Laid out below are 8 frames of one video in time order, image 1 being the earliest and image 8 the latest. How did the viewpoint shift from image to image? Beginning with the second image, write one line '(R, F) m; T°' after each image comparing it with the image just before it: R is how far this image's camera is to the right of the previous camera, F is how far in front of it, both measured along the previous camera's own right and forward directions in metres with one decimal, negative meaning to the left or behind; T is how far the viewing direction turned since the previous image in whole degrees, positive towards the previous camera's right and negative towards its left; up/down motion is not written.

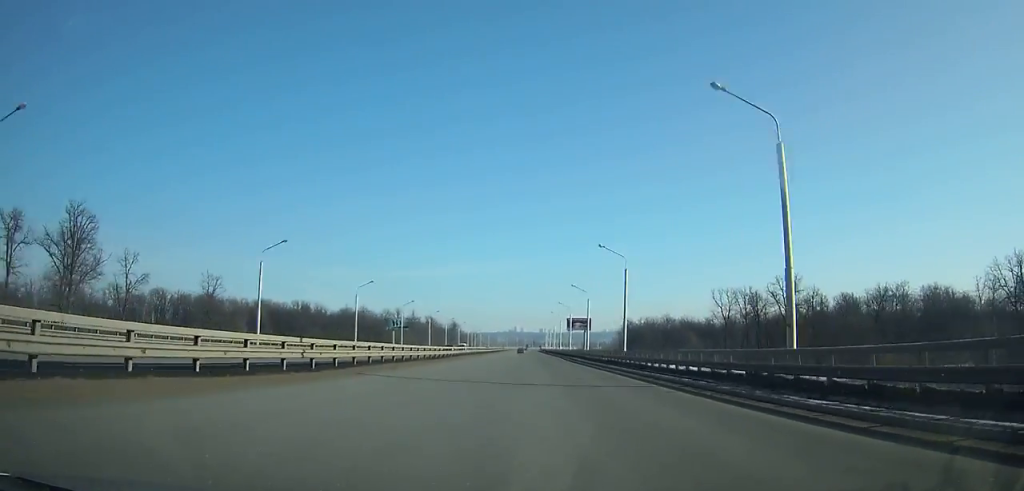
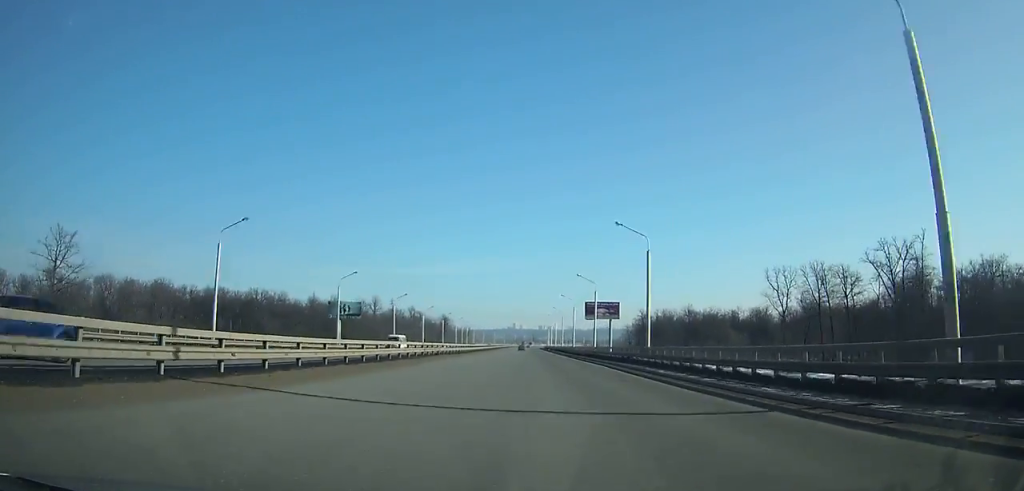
(0.0, +43.7) m; 0°
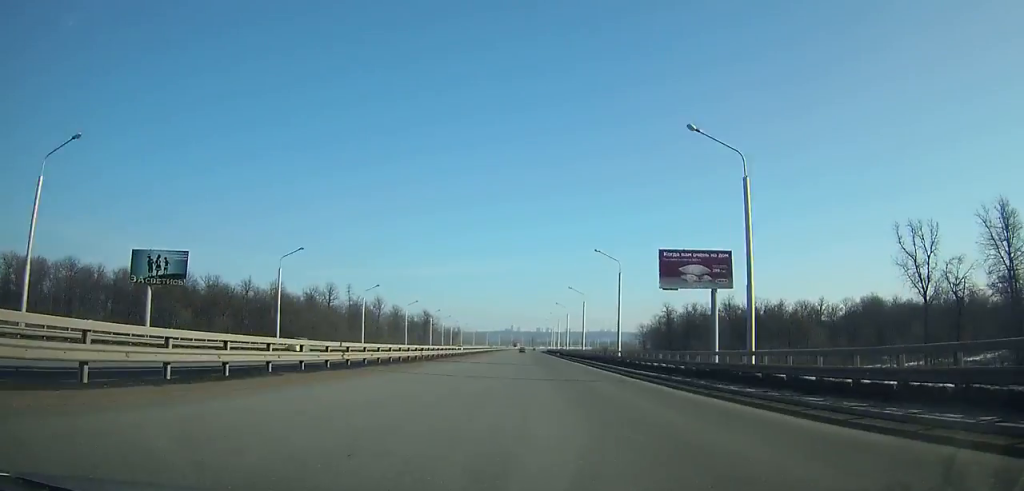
(+0.2, +56.5) m; 0°
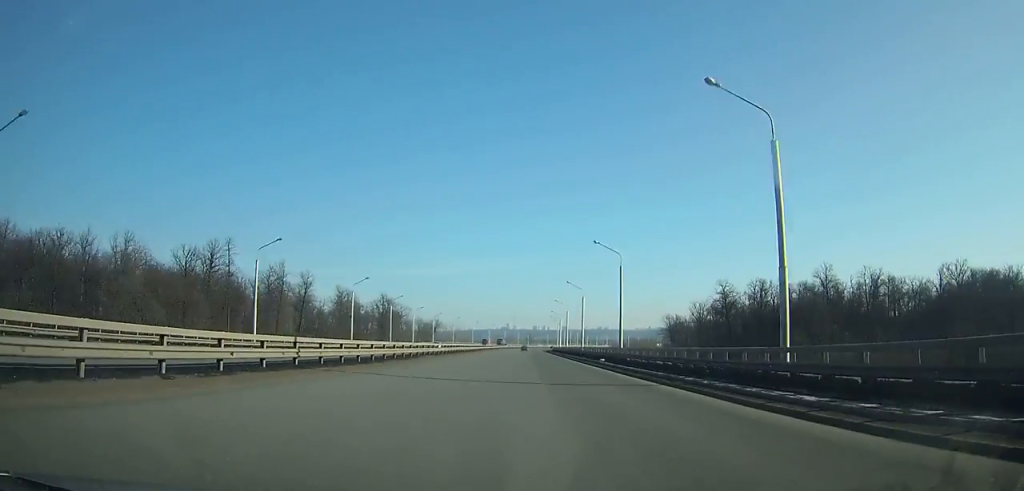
(+0.2, +74.6) m; 0°
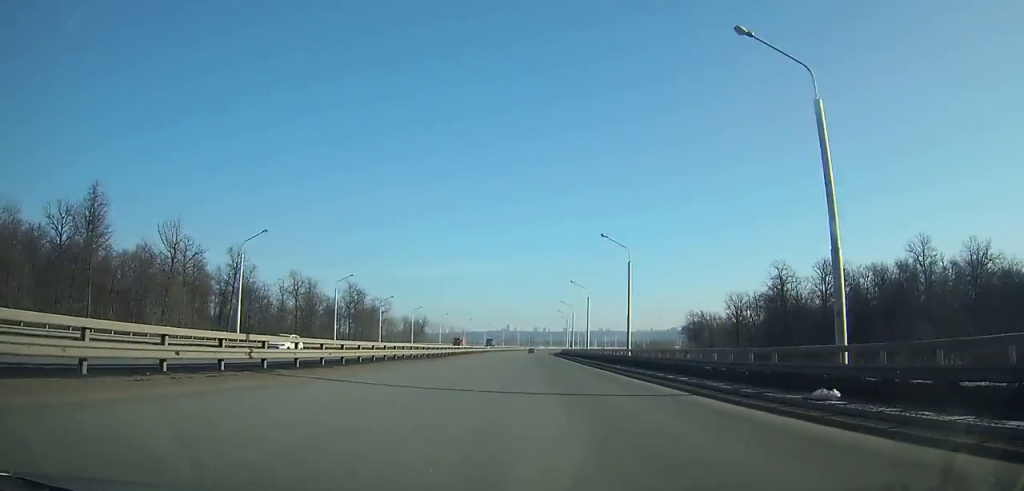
(-0.2, +38.6) m; 0°
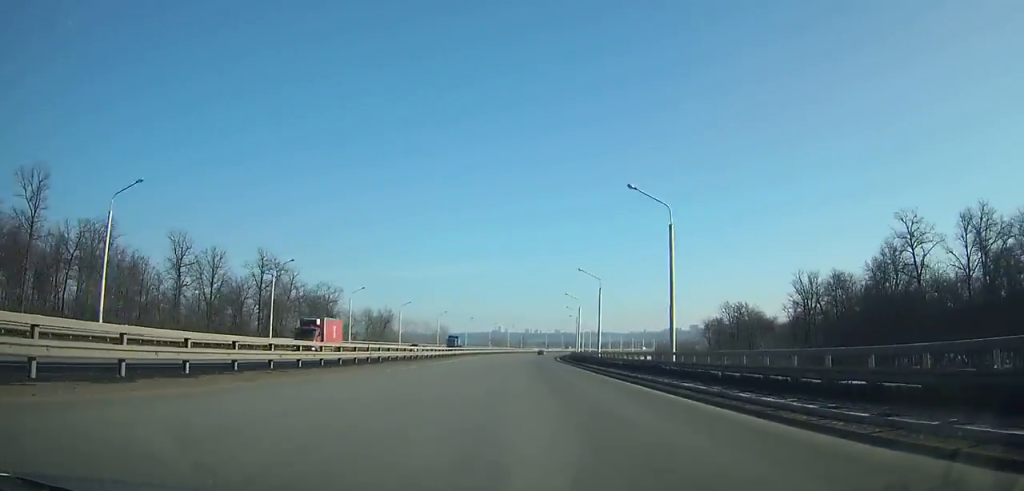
(+0.4, +51.4) m; +1°
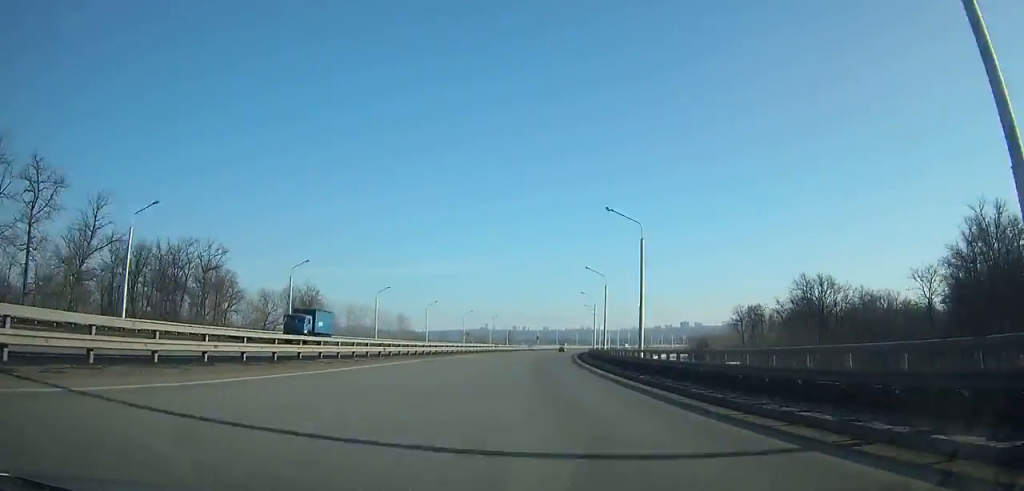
(+0.8, +61.6) m; +2°
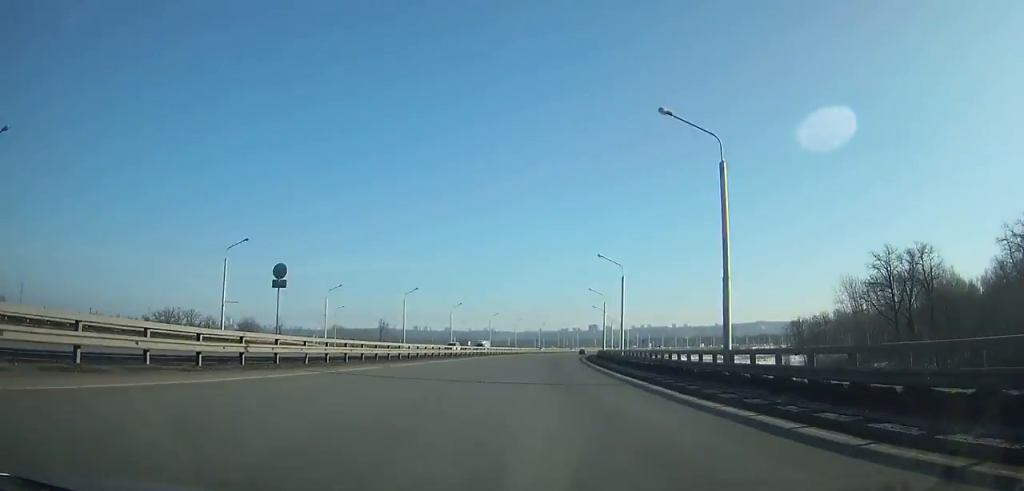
(+10.9, +149.5) m; +9°
